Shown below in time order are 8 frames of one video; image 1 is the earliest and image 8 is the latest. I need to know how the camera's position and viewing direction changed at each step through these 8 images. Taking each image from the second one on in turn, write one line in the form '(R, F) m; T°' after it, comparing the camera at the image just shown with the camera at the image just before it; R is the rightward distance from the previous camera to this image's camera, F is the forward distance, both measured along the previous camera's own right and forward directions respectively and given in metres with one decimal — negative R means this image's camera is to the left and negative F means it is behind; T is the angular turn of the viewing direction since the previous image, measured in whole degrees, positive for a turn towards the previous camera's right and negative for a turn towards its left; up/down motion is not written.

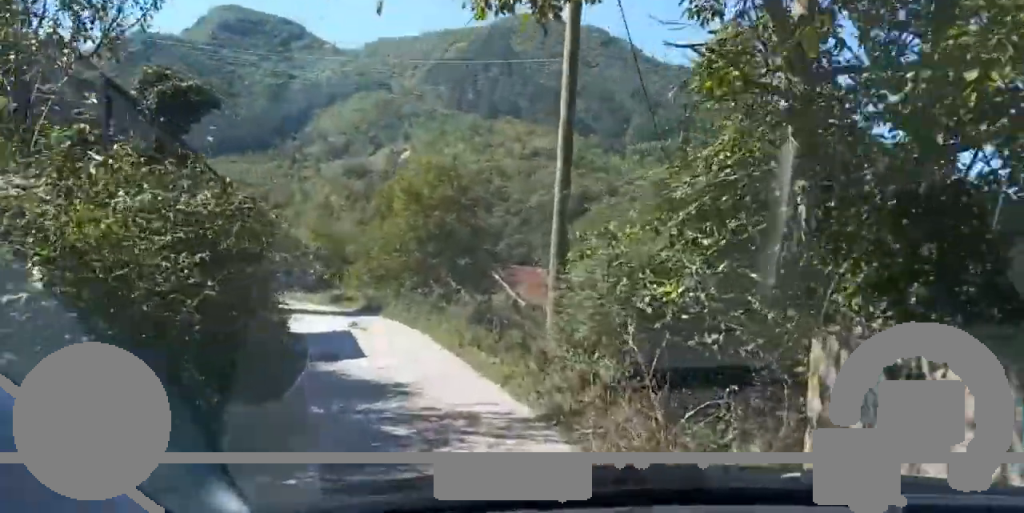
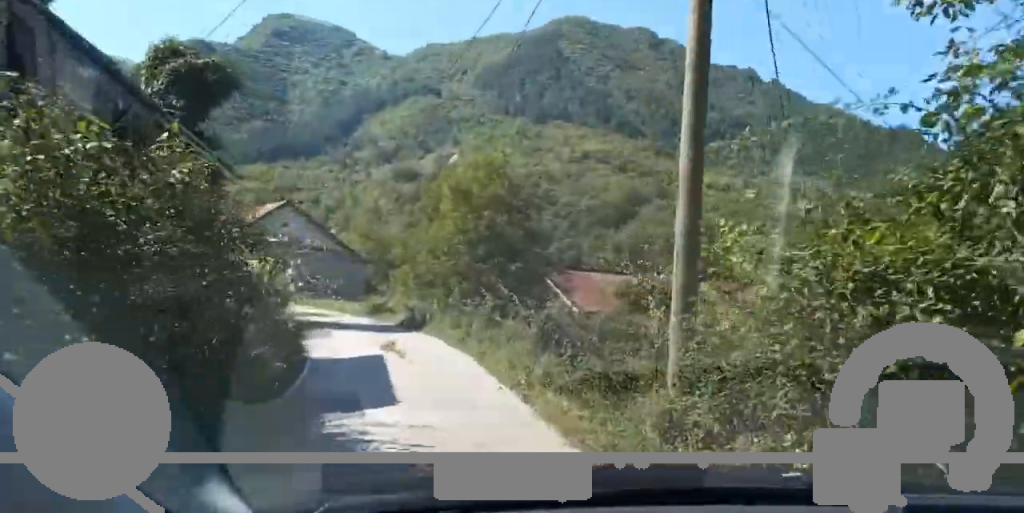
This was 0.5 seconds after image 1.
(0.0, +2.8) m; 0°
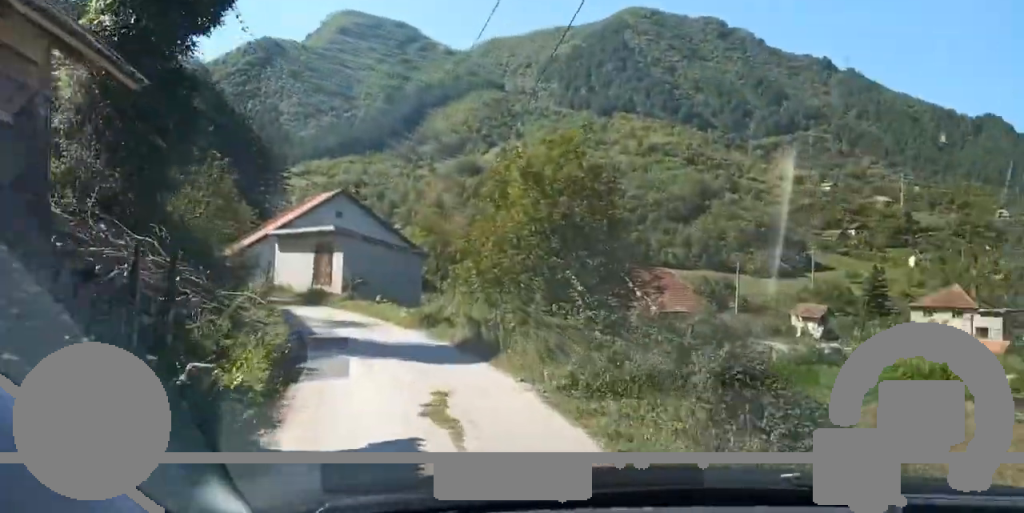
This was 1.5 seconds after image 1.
(0.0, +5.2) m; 0°
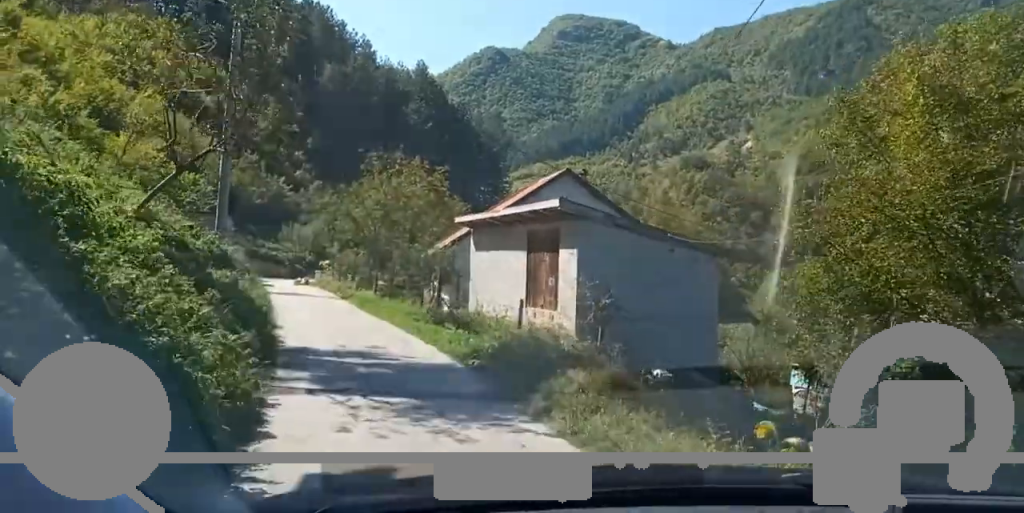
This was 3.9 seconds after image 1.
(-3.8, +13.2) m; -30°
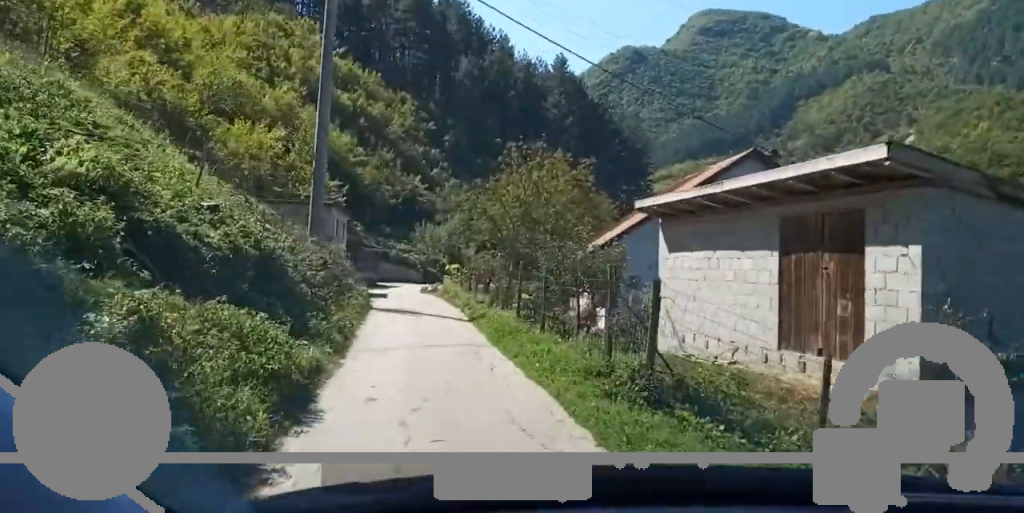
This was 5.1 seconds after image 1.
(-0.1, +8.4) m; 0°
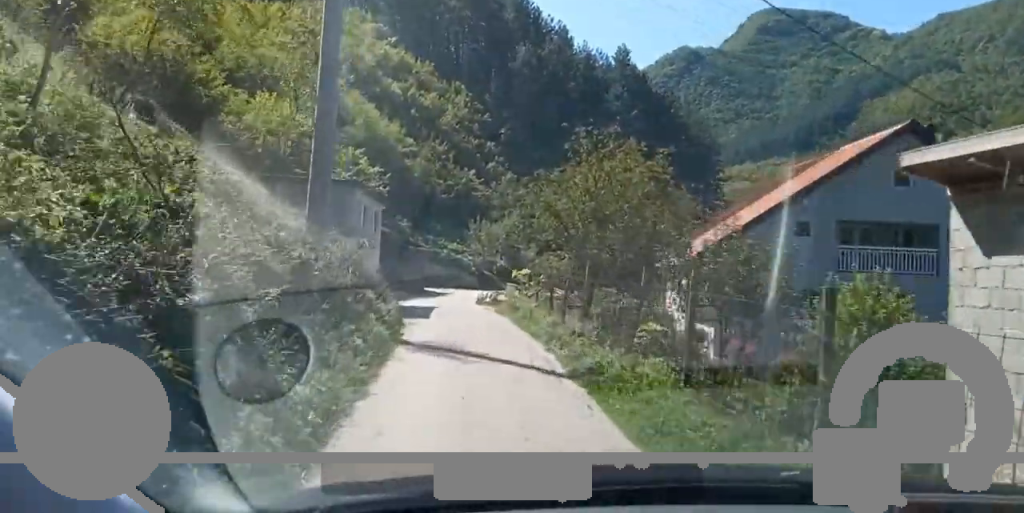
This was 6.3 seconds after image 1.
(+0.1, +8.7) m; +3°
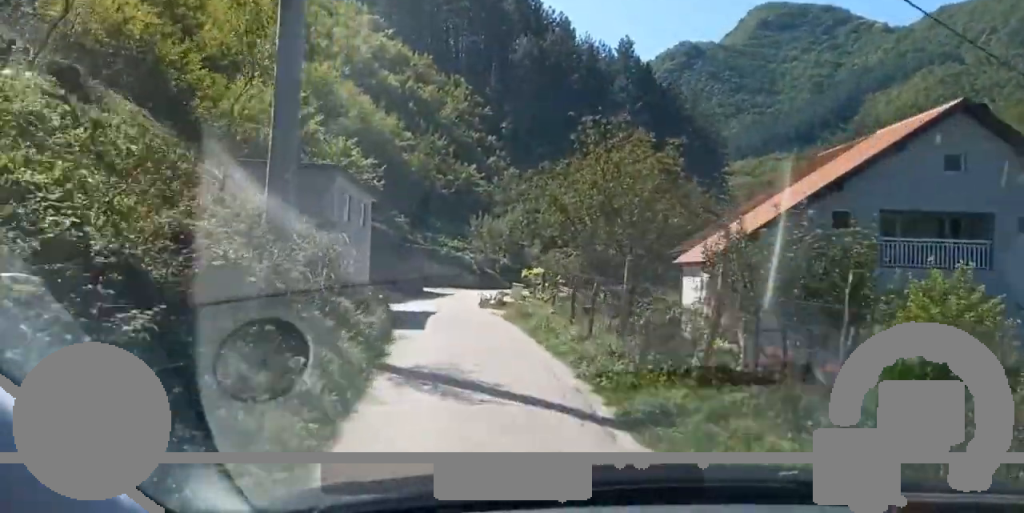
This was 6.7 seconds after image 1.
(0.0, +3.4) m; +1°
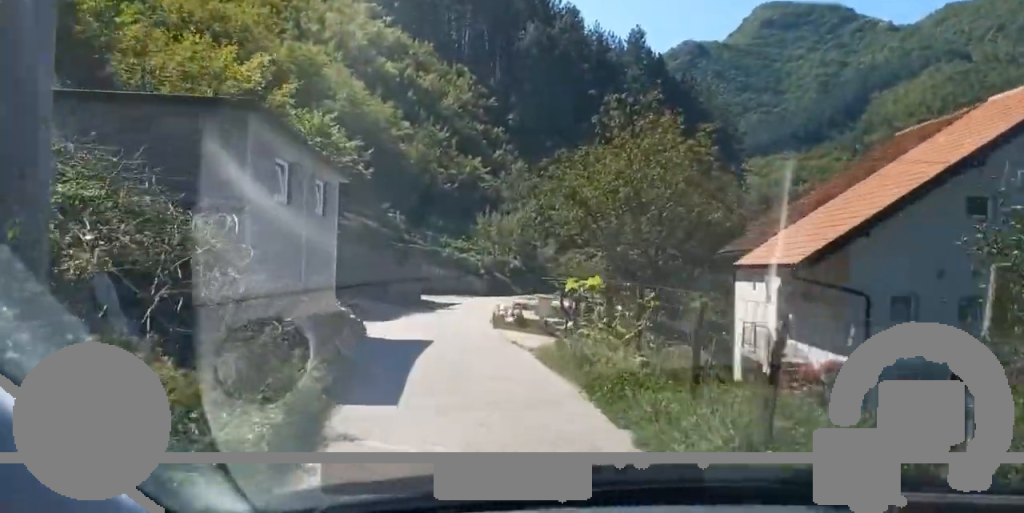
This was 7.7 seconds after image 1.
(+0.3, +8.2) m; +2°
